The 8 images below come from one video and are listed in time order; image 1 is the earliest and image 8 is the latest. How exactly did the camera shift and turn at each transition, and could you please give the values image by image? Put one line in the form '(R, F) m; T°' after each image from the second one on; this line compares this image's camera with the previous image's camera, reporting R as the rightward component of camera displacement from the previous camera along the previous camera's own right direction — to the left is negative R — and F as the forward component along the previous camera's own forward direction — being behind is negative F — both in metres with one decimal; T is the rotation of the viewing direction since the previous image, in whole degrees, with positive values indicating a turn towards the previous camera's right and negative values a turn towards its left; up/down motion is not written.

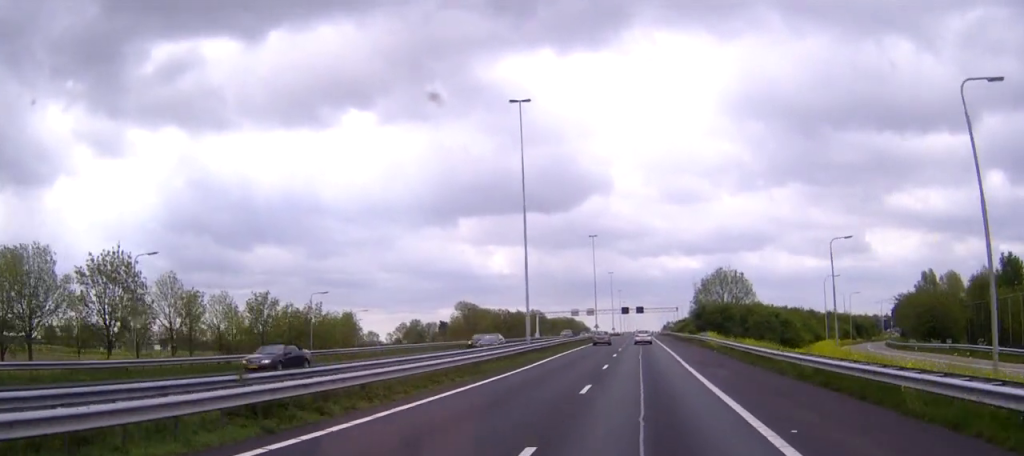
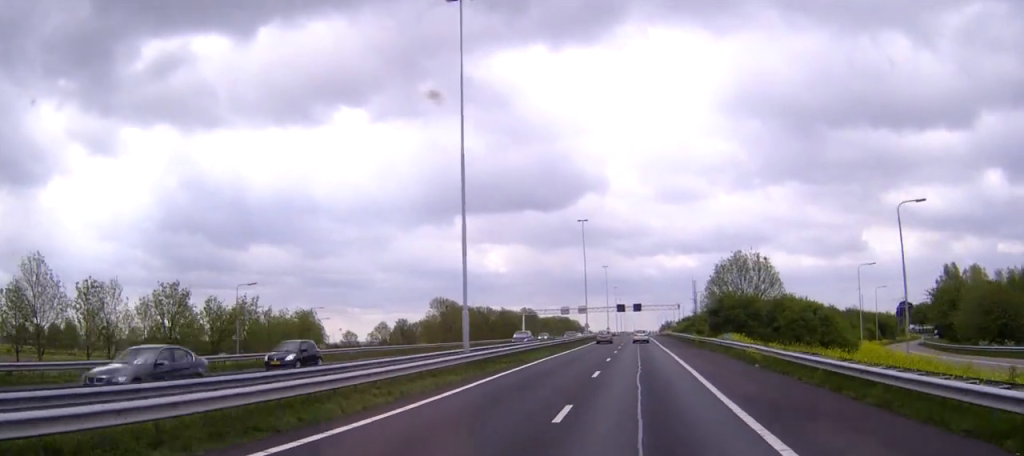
(+0.1, +17.8) m; 0°
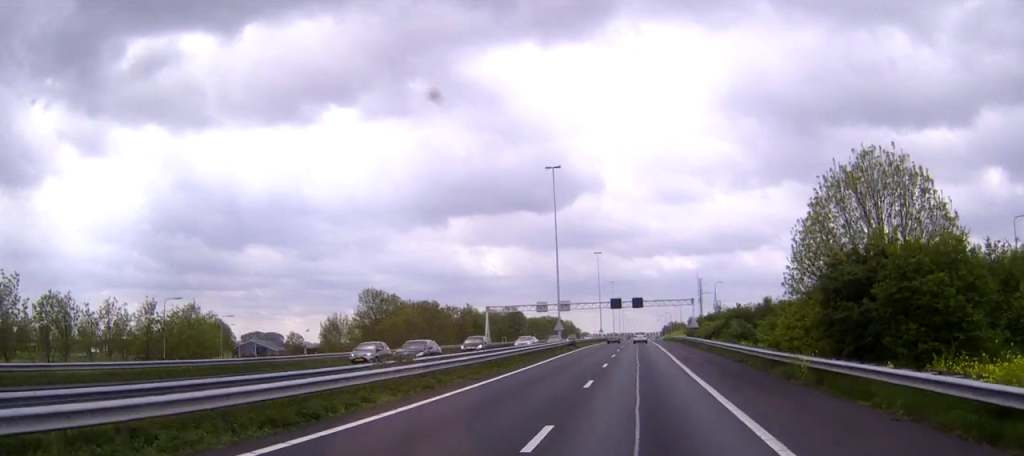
(-0.2, +39.5) m; -1°
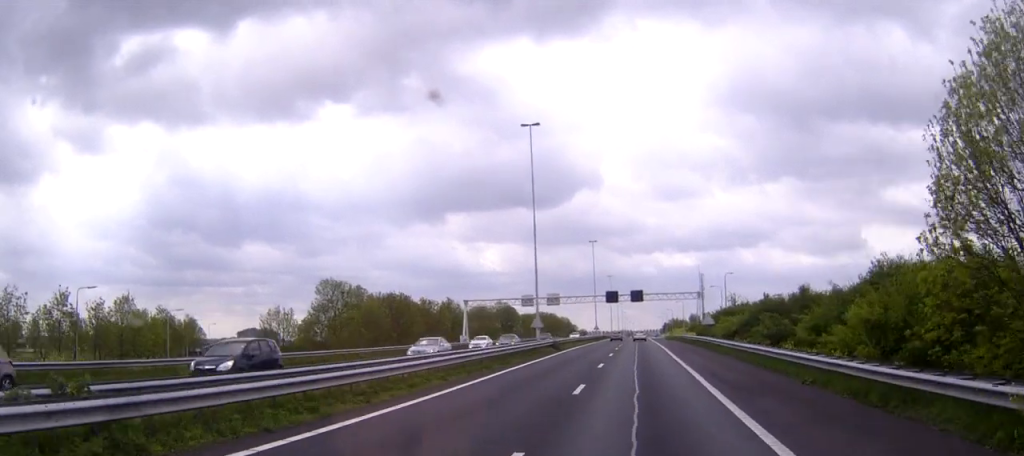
(0.0, +15.3) m; 0°
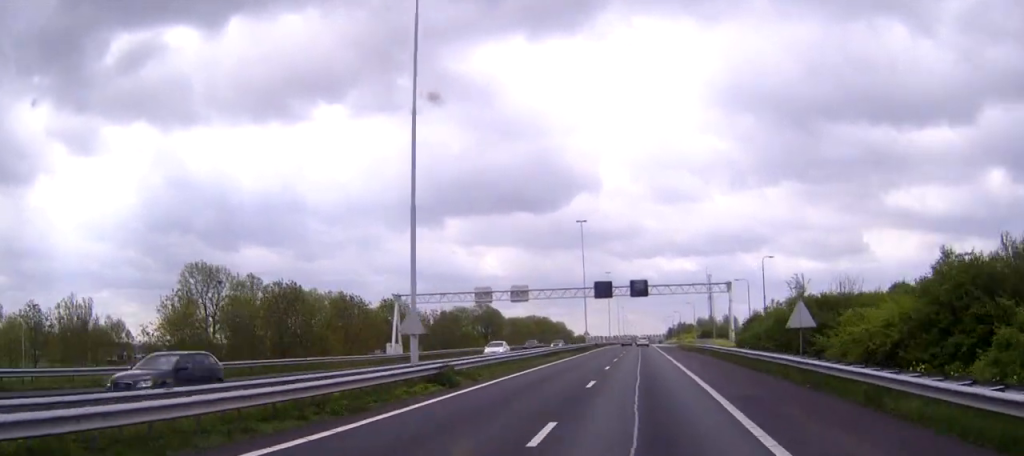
(-0.1, +31.9) m; 0°
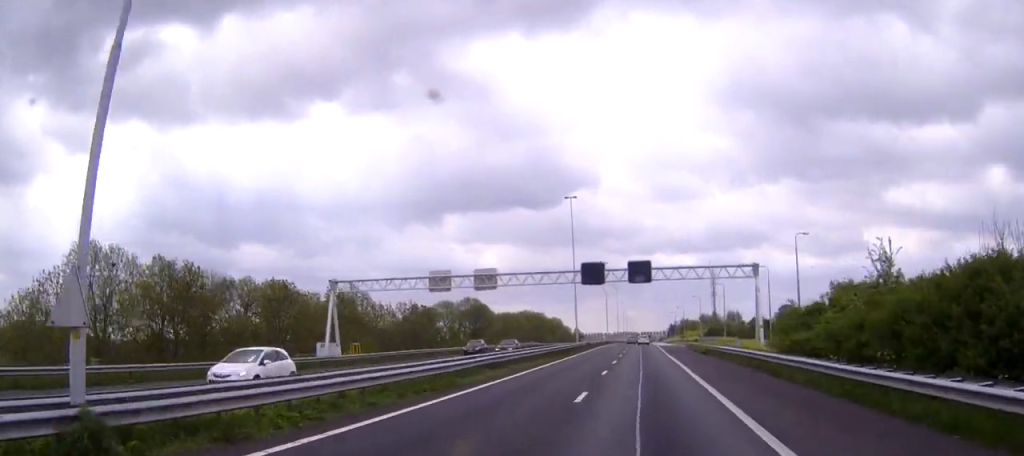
(0.0, +16.6) m; 0°
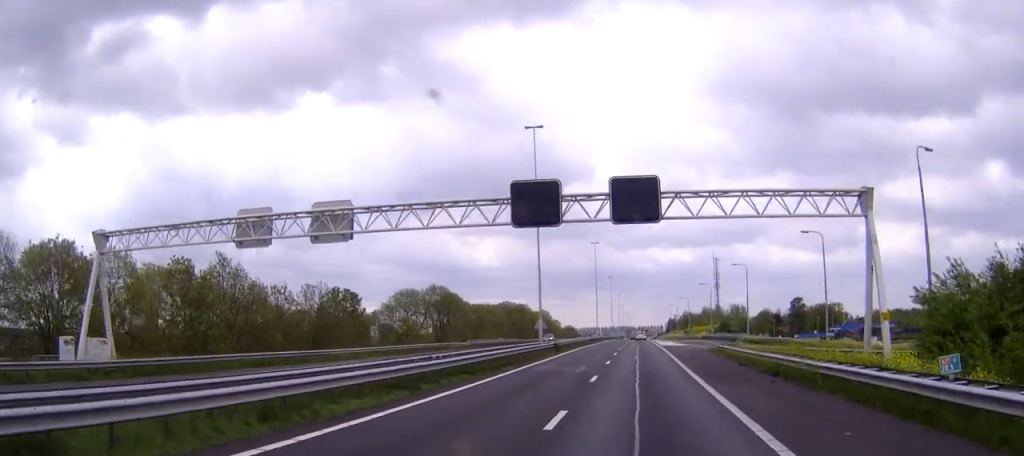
(+0.1, +29.4) m; 0°
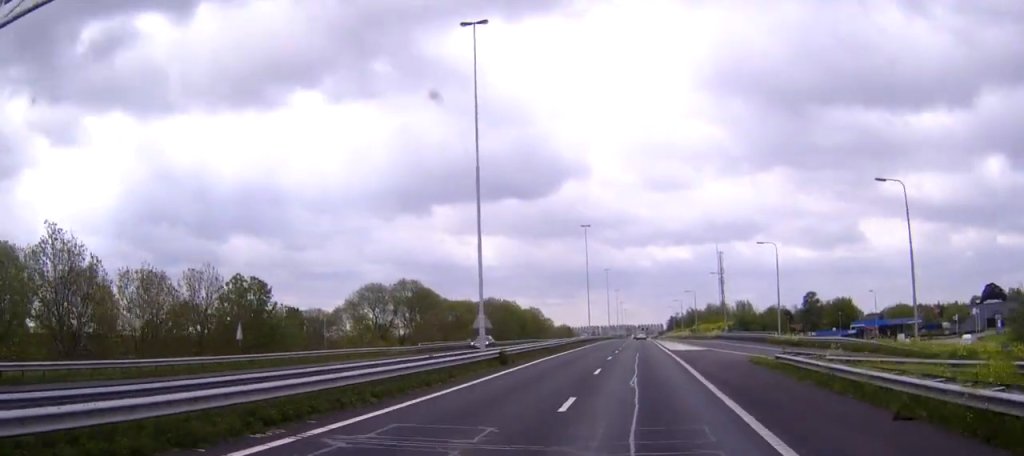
(0.0, +21.5) m; 0°
